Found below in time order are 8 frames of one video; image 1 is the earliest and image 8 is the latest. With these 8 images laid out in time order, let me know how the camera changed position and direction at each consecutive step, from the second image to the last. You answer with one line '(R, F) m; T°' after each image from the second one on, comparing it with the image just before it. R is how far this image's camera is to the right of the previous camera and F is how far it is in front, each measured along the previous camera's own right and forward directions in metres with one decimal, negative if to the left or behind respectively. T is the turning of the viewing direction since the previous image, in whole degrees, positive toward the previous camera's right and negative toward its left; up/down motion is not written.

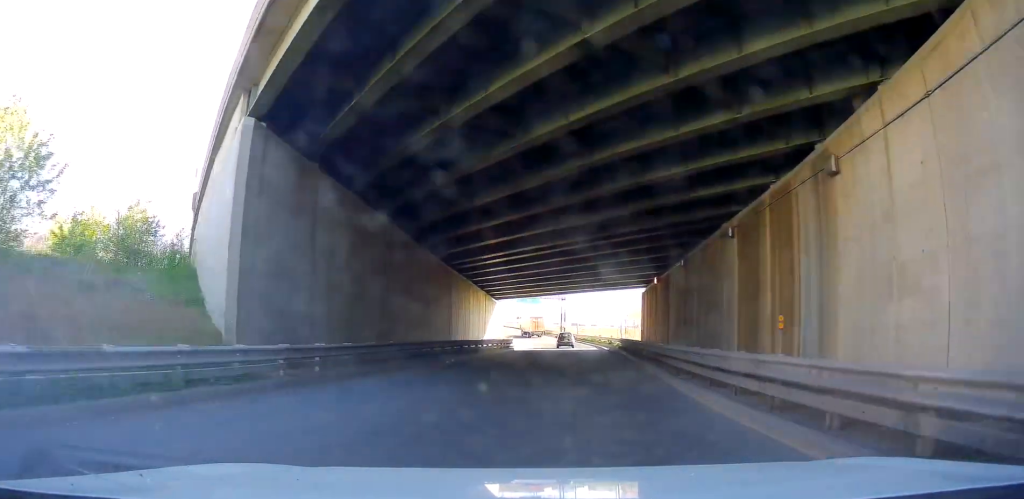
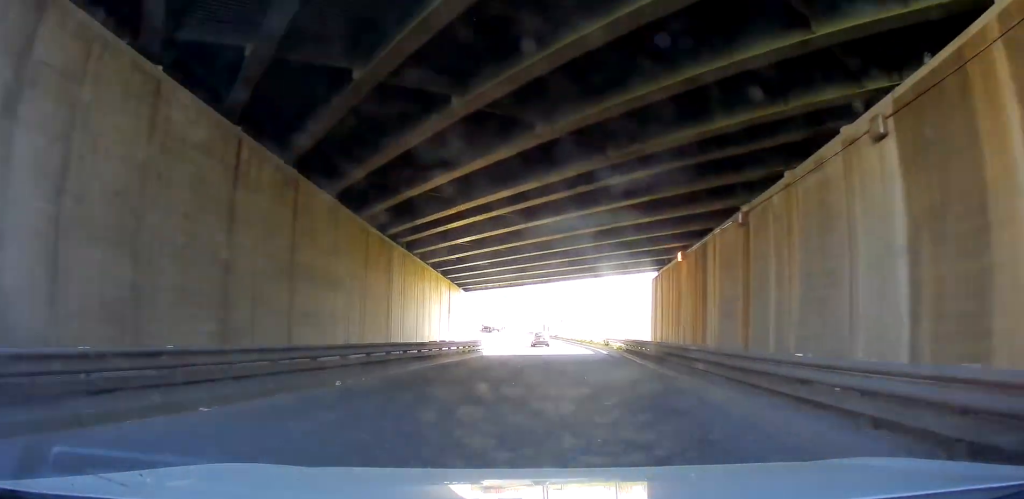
(+0.3, +11.5) m; +2°
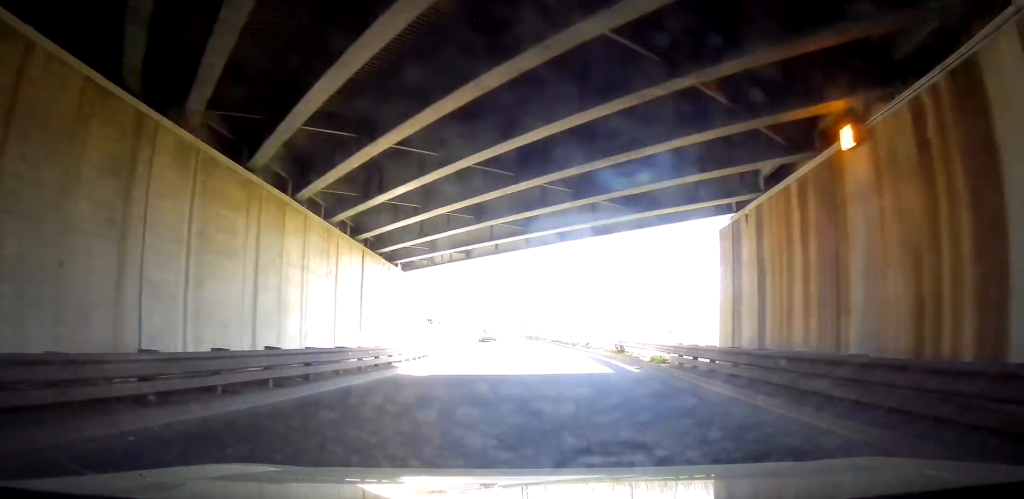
(+0.5, +17.6) m; +3°
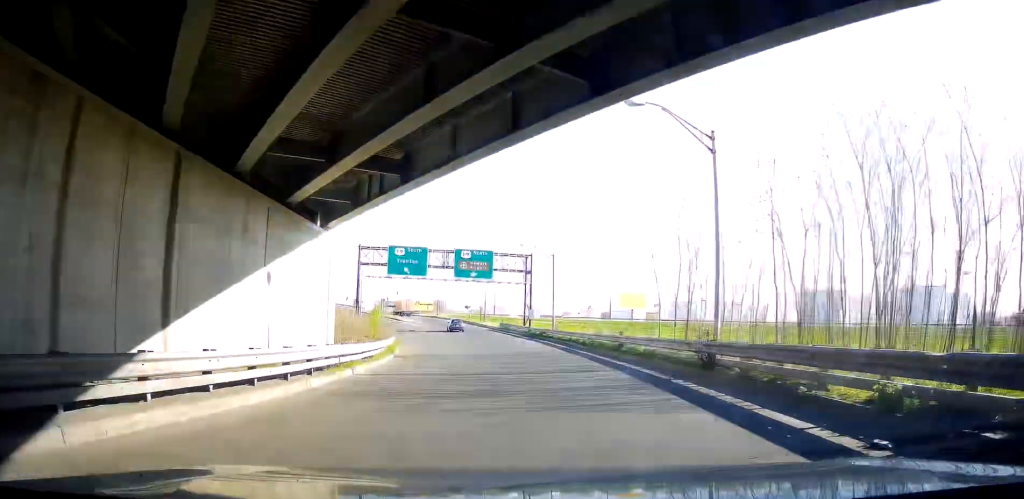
(-0.1, +15.1) m; +3°
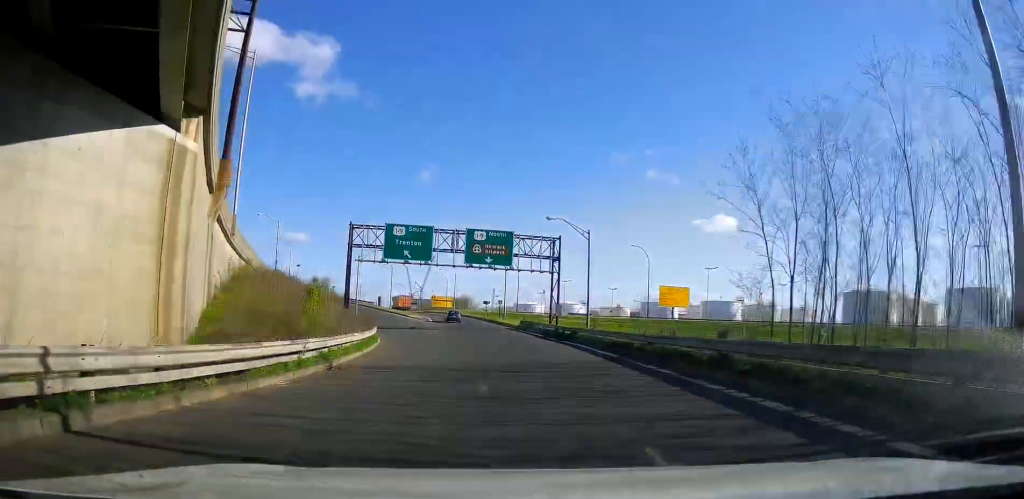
(+0.9, +12.4) m; +1°
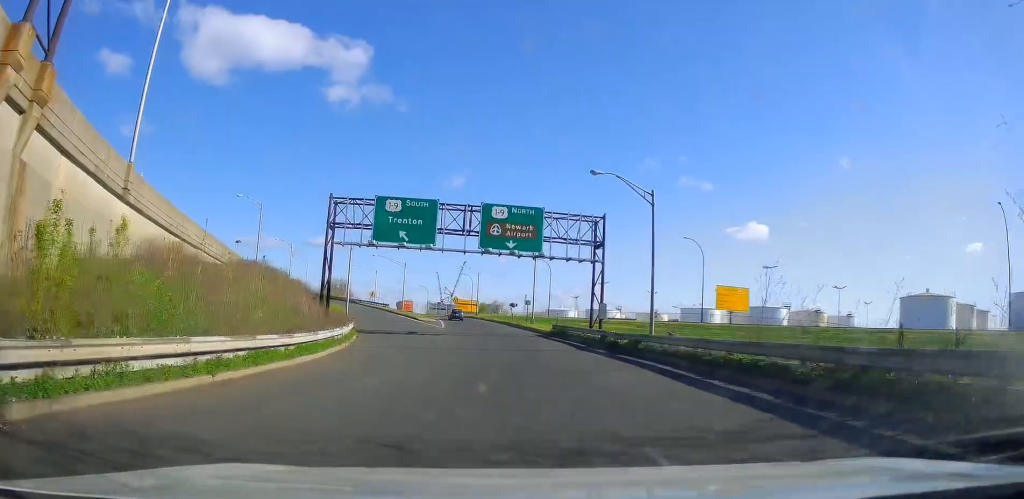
(-1.1, +14.2) m; -6°
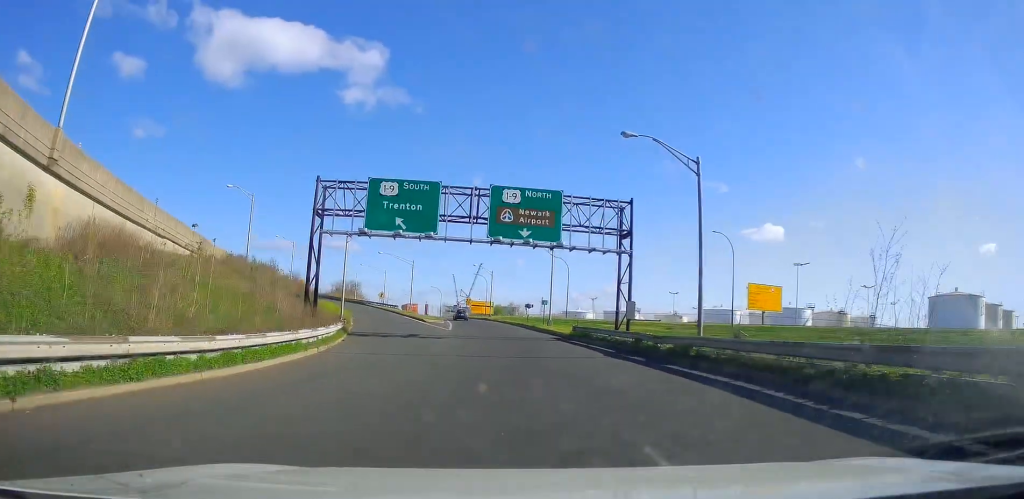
(0.0, +6.1) m; -1°
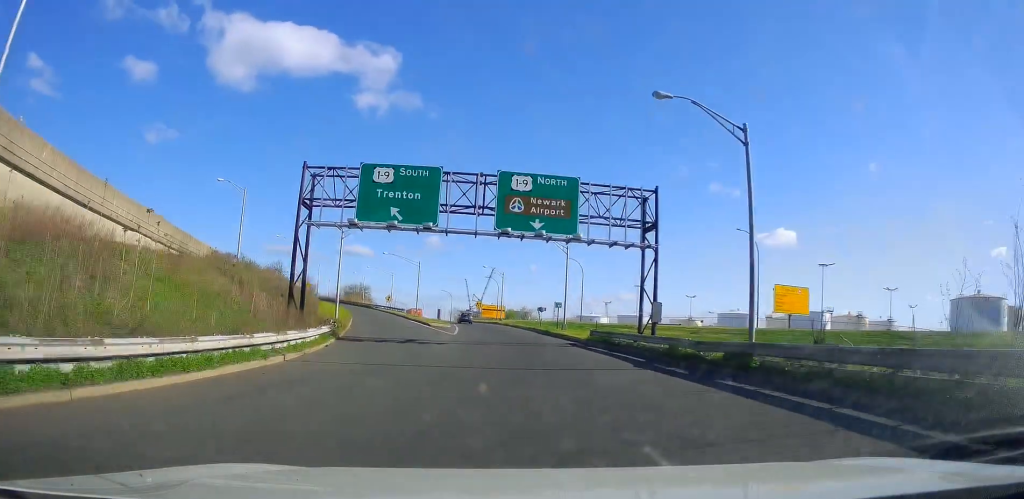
(+0.1, +4.2) m; -1°
